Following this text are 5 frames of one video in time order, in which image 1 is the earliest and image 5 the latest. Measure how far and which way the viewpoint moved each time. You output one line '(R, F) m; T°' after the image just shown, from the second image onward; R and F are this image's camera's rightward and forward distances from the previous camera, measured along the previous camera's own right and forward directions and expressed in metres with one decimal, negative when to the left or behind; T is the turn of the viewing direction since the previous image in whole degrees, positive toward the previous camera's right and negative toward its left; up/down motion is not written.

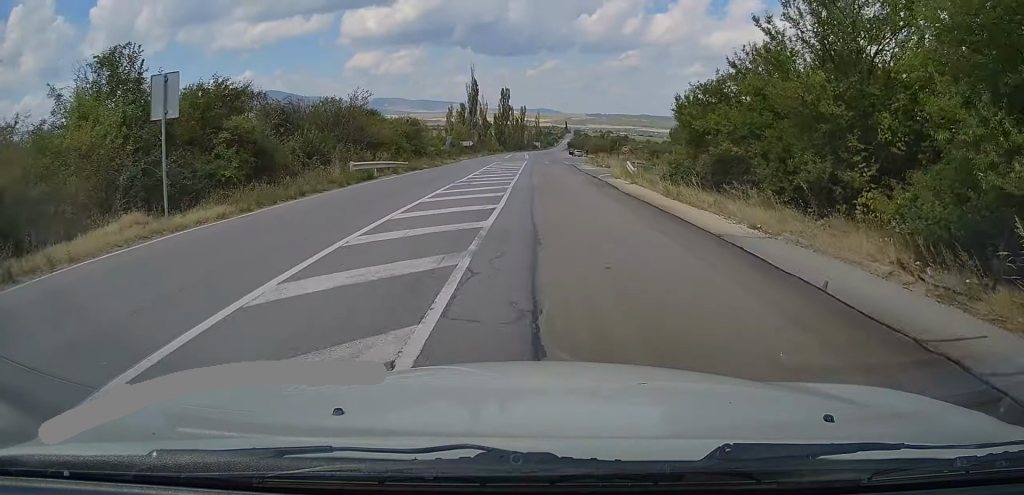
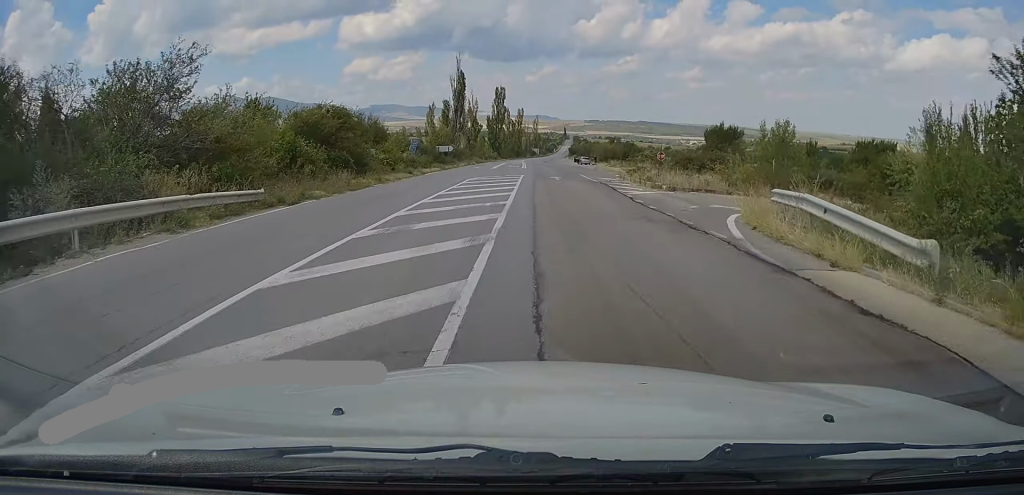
(+0.6, +22.0) m; +2°
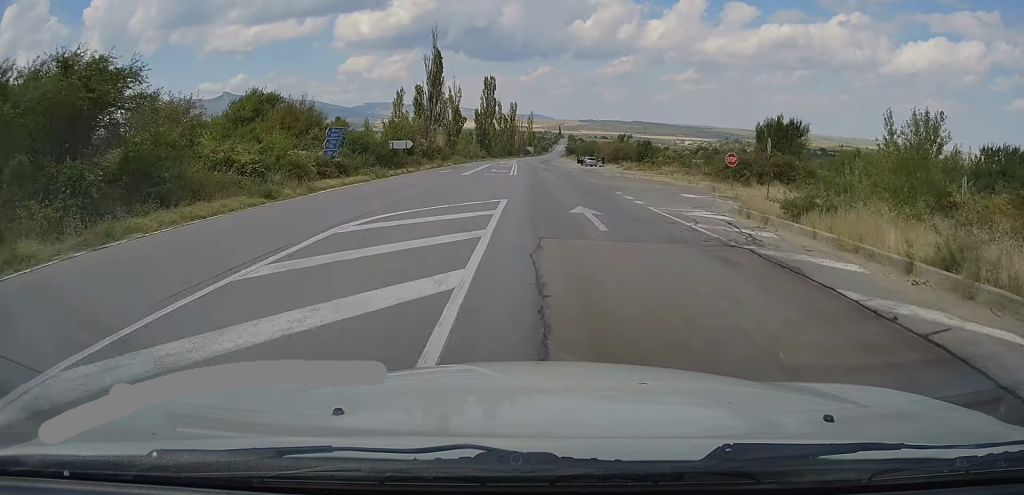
(0.0, +20.9) m; 0°
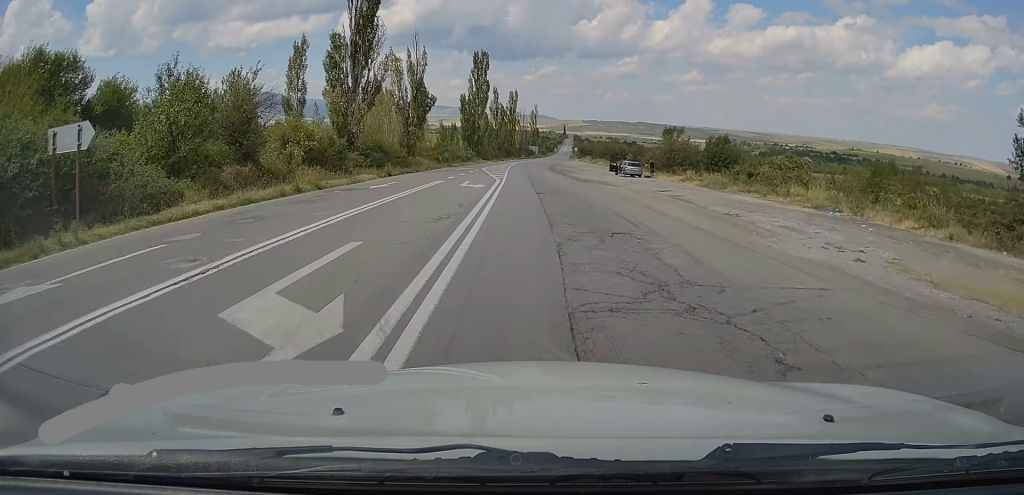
(+0.1, +36.5) m; 0°
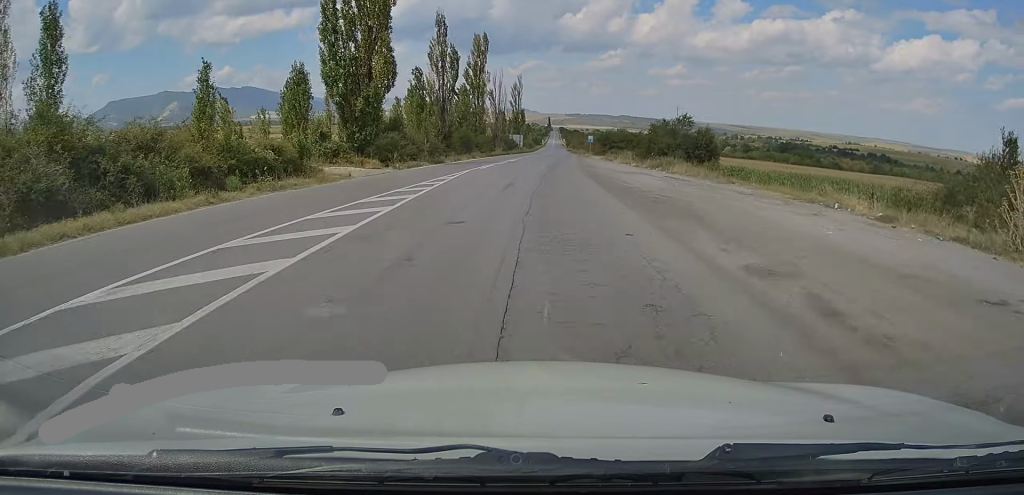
(-0.6, +69.3) m; 0°
